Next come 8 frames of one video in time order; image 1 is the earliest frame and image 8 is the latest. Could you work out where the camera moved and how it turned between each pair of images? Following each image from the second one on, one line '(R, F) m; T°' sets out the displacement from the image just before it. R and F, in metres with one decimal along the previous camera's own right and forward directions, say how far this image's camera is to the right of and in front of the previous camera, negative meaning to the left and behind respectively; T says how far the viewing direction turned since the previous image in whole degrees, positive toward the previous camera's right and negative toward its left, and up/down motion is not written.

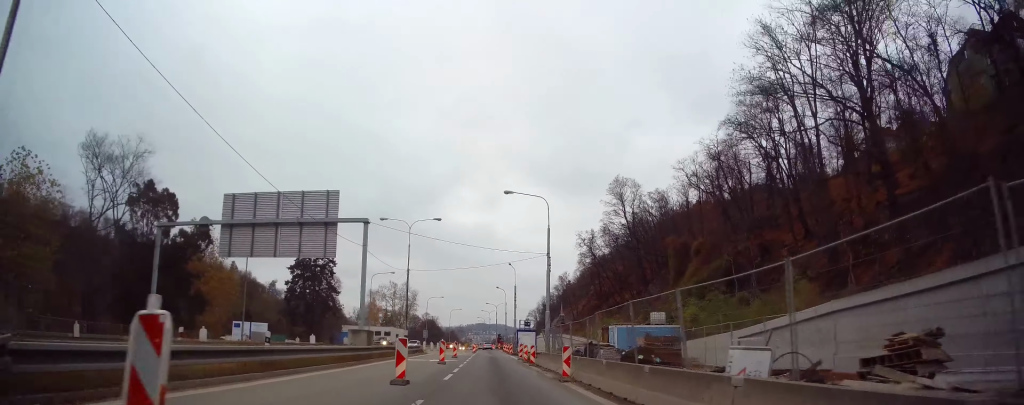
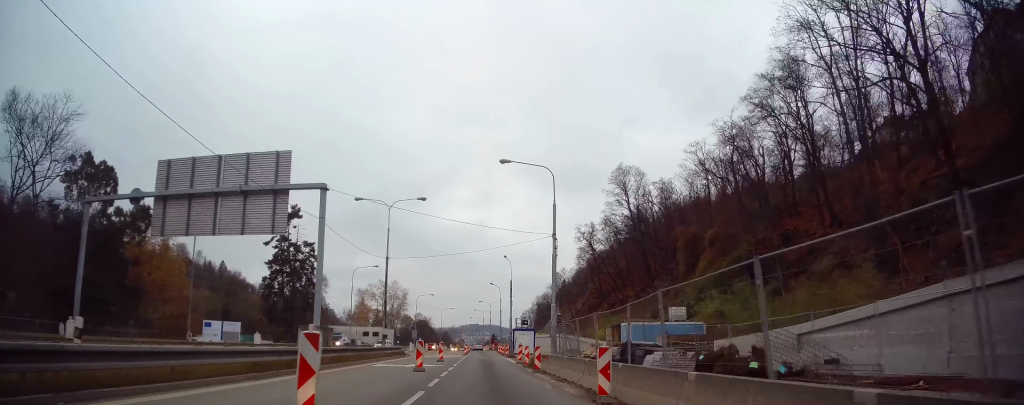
(+0.1, +6.8) m; 0°
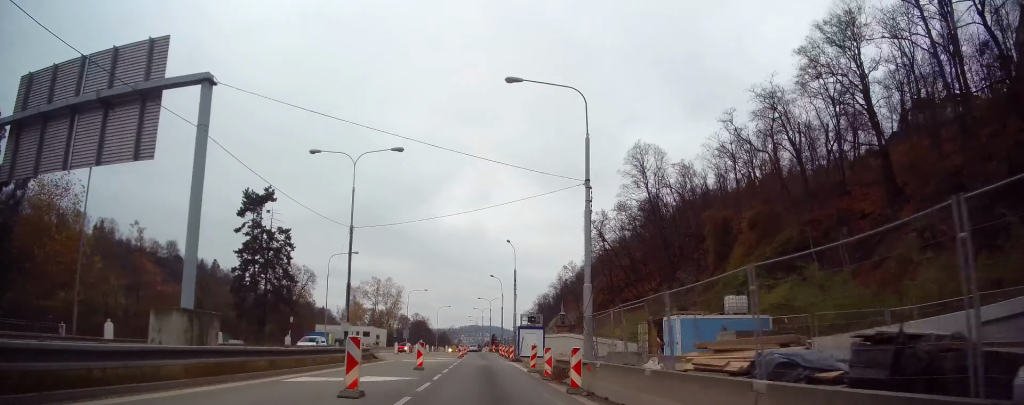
(0.0, +10.5) m; -1°
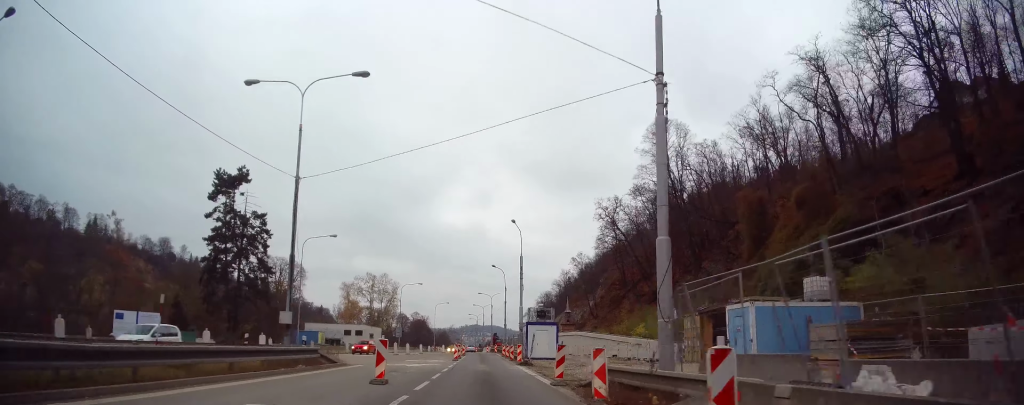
(-0.2, +8.8) m; -1°
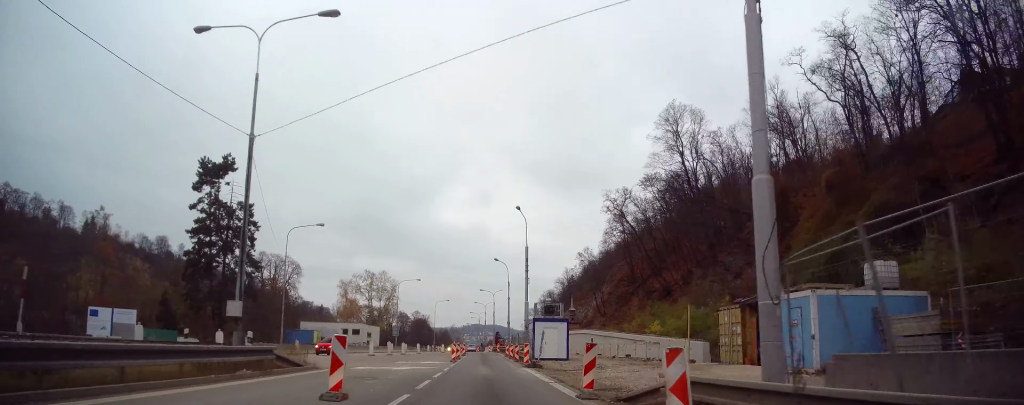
(0.0, +4.4) m; 0°
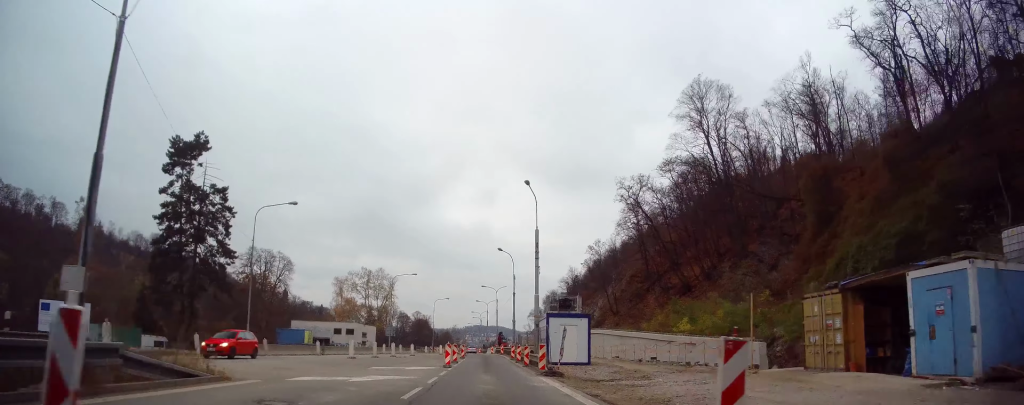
(0.0, +7.1) m; 0°
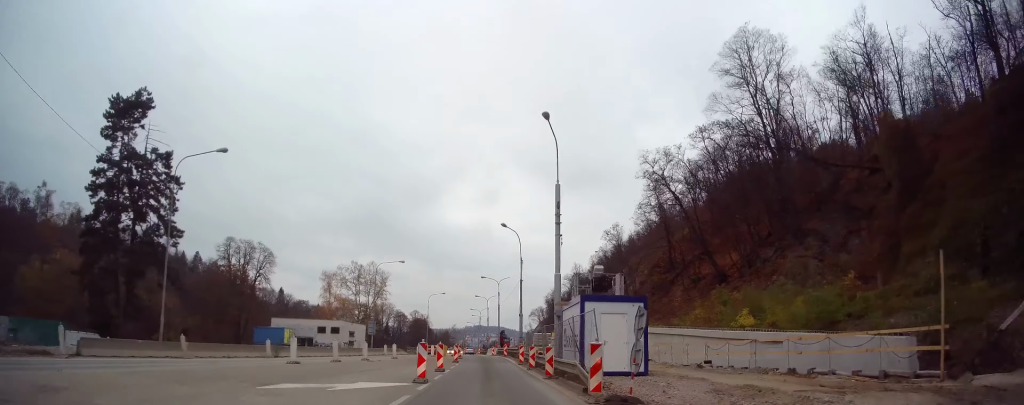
(0.0, +10.9) m; 0°
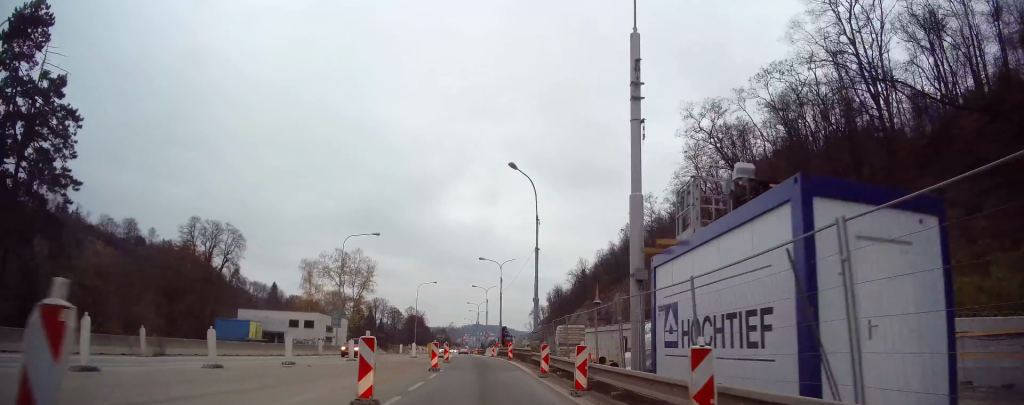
(0.0, +14.0) m; 0°
